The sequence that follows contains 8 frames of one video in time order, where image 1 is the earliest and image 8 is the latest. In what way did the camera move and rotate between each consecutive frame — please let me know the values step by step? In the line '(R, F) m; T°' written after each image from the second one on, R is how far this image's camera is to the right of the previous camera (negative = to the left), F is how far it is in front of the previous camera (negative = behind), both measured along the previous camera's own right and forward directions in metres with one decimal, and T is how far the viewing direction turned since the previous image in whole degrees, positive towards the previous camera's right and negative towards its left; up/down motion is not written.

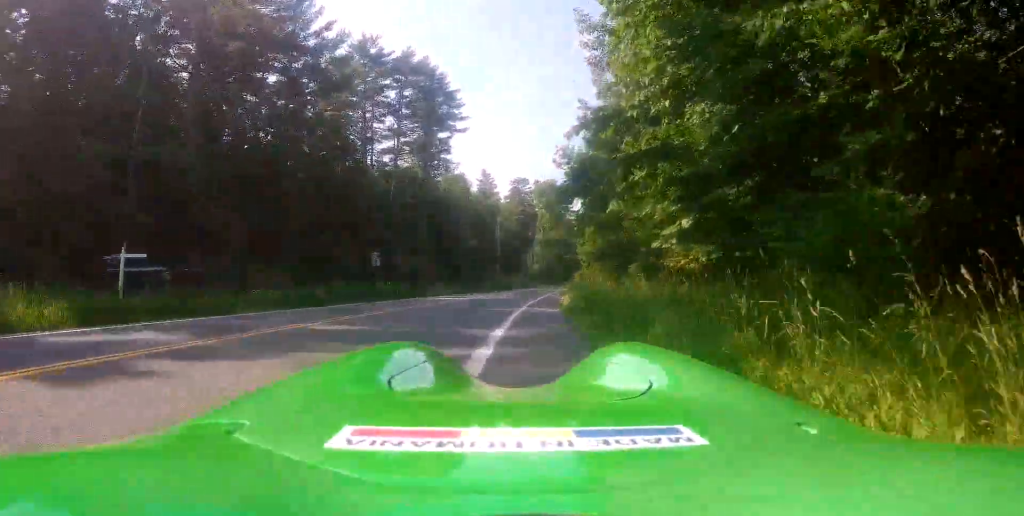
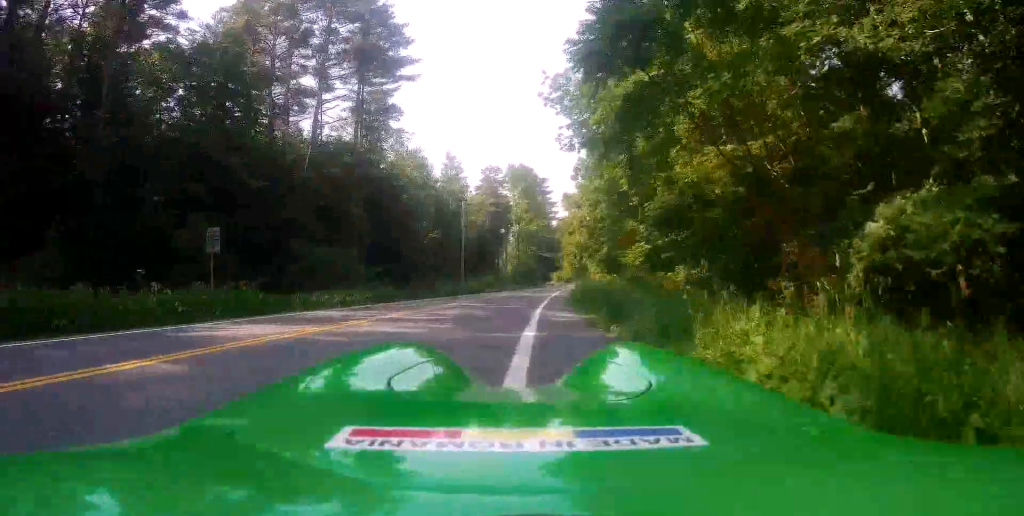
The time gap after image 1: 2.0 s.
(-0.8, +19.3) m; 0°
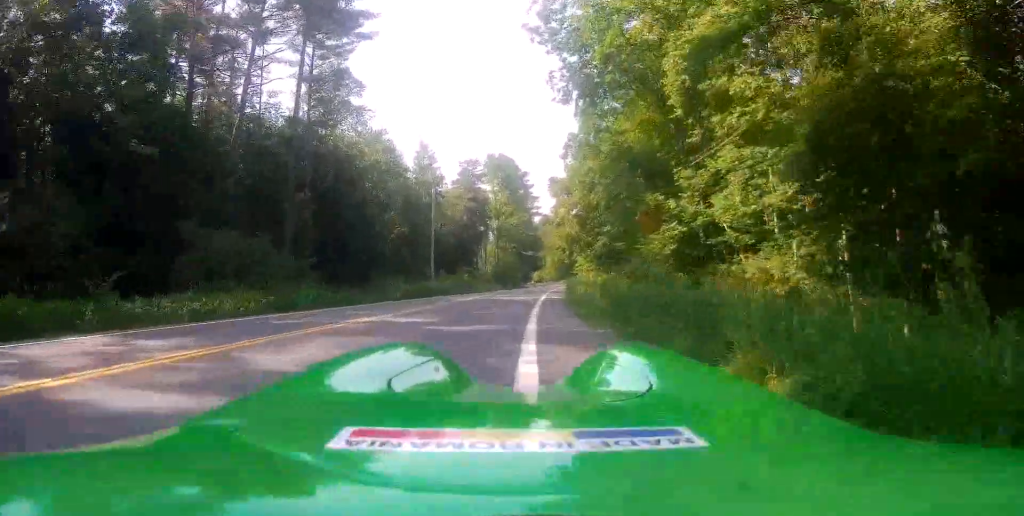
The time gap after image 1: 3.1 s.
(+0.8, +9.7) m; +5°
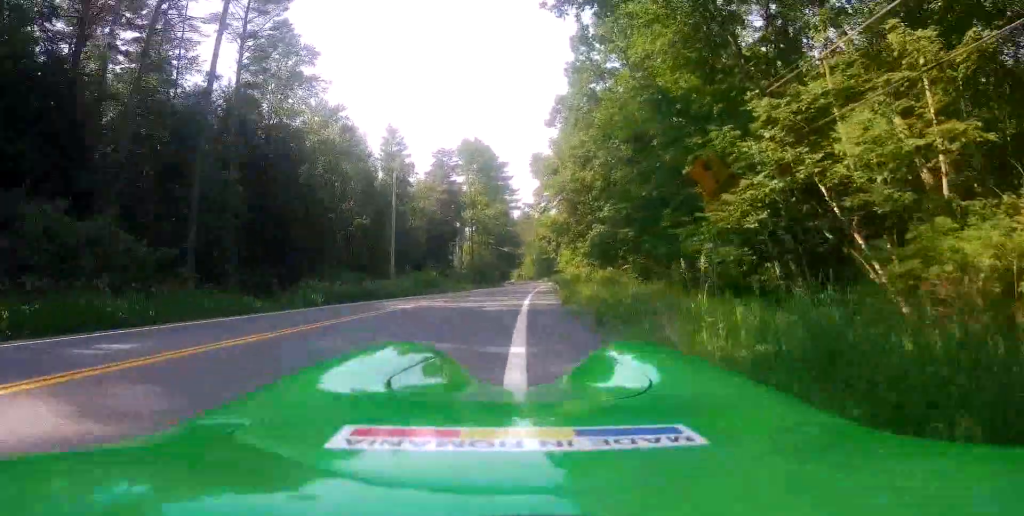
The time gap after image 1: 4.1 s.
(0.0, +9.2) m; 0°
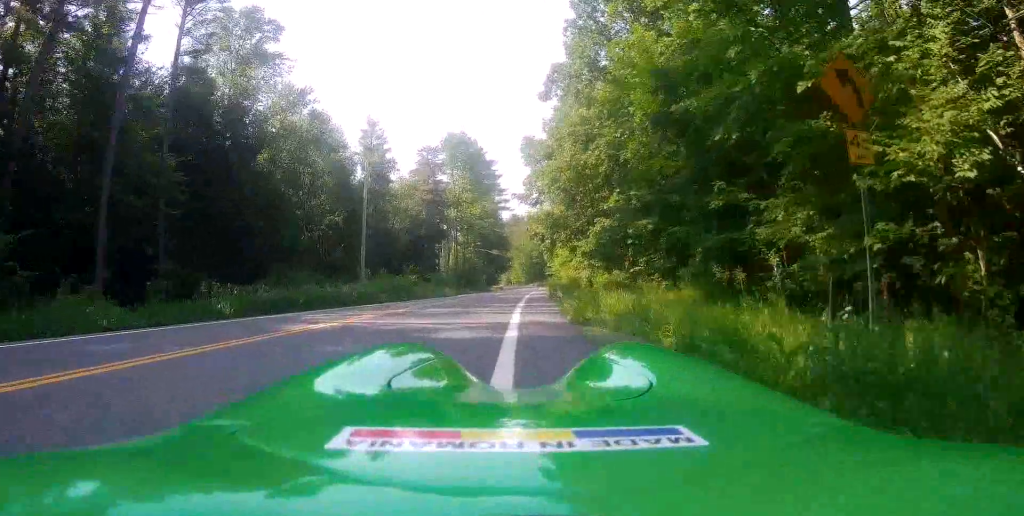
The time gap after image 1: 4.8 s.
(0.0, +6.5) m; 0°
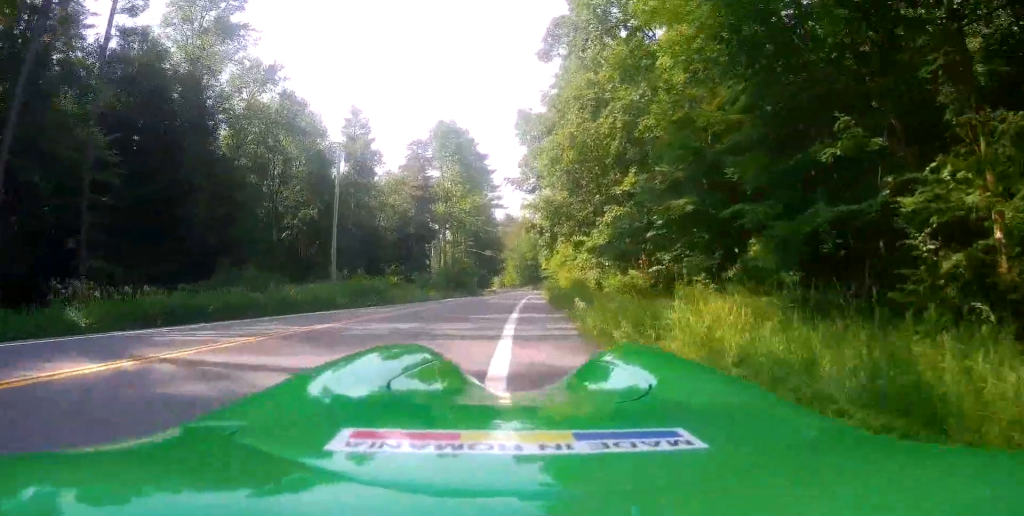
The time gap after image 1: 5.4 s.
(0.0, +5.8) m; -1°
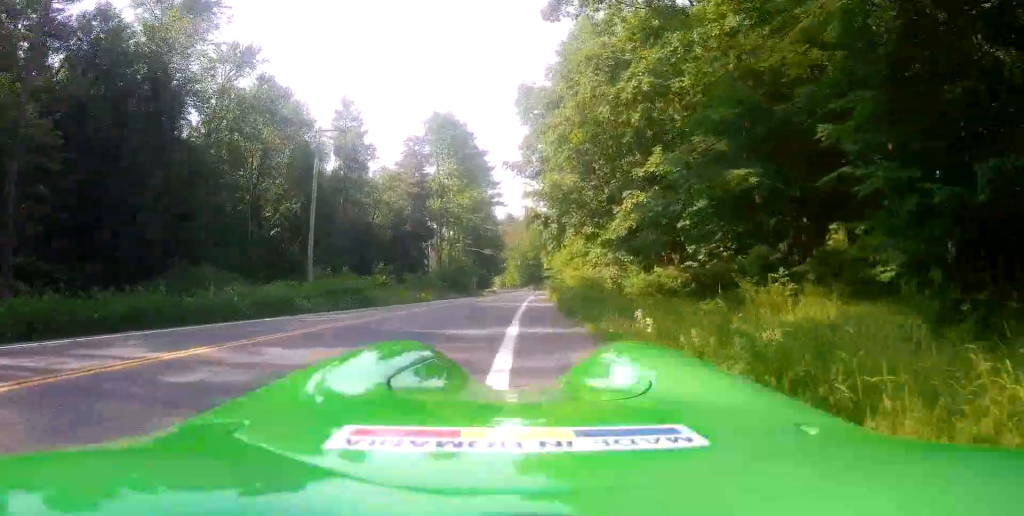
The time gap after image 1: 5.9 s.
(+0.1, +4.6) m; -1°
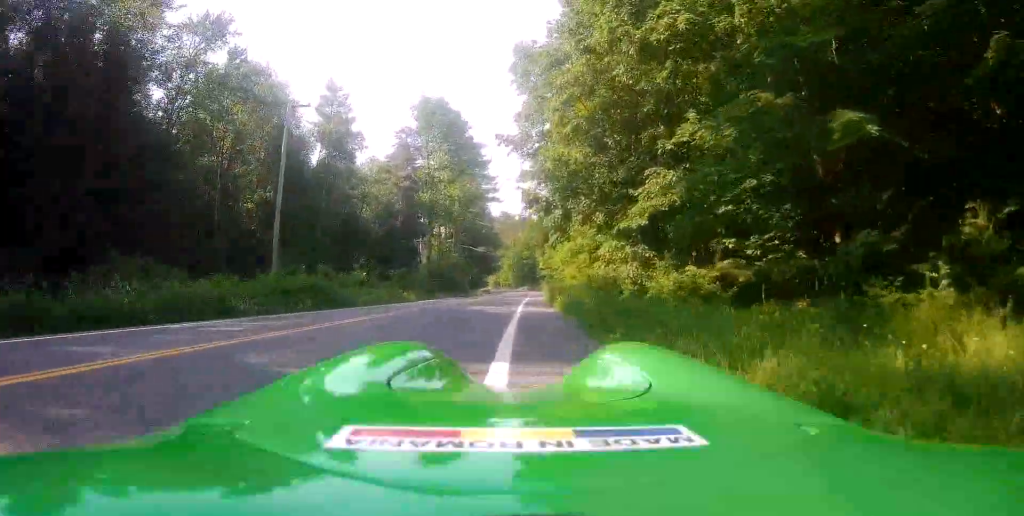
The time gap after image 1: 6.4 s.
(-0.1, +4.7) m; 0°
